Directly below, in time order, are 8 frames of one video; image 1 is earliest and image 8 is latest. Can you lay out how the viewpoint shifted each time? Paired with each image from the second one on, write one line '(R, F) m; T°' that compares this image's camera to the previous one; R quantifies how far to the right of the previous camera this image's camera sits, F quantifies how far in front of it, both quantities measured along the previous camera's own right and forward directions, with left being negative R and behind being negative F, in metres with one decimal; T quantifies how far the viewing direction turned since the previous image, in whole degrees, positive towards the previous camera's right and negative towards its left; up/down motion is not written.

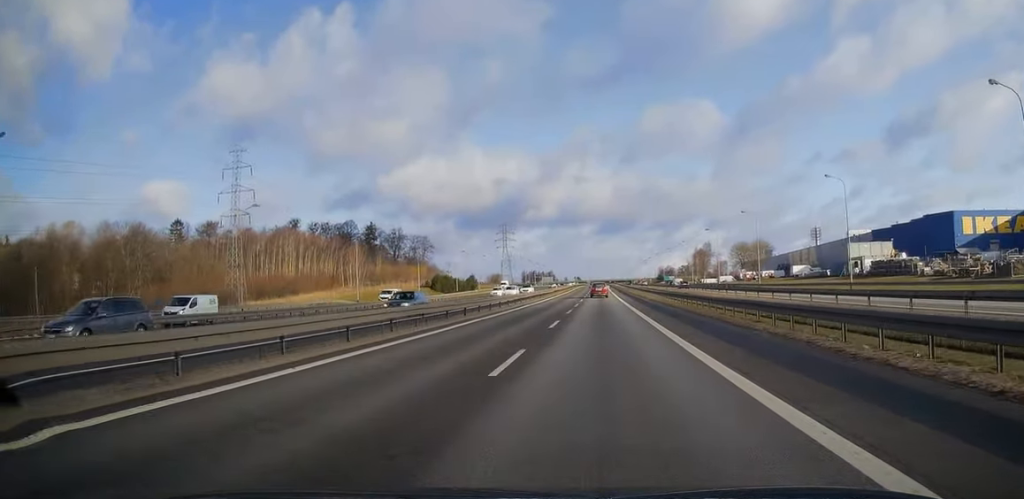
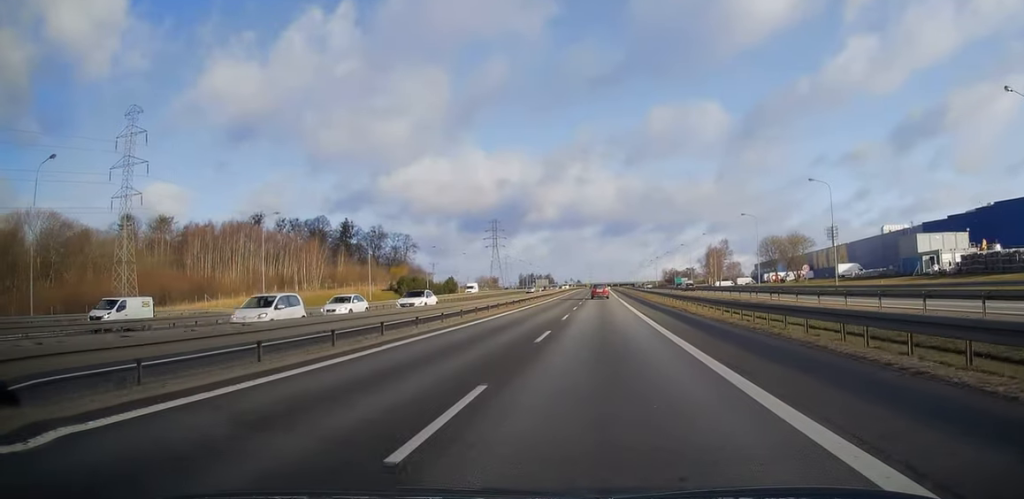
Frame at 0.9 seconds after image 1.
(0.0, +29.1) m; 0°
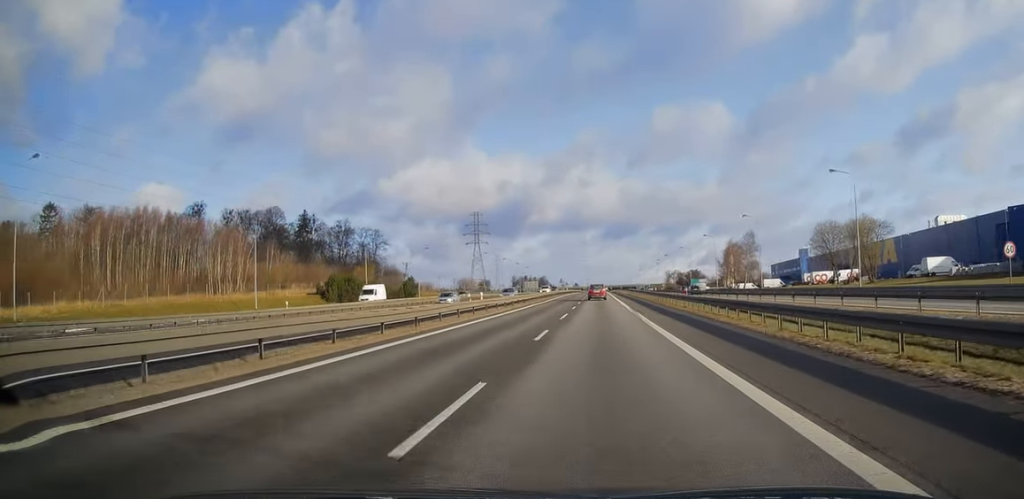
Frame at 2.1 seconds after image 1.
(0.0, +35.8) m; 0°
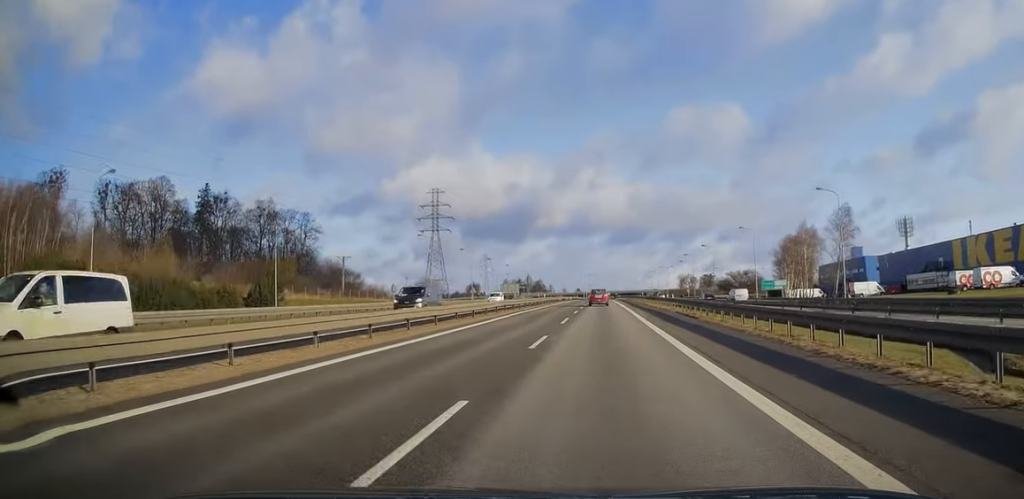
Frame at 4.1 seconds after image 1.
(0.0, +61.3) m; 0°
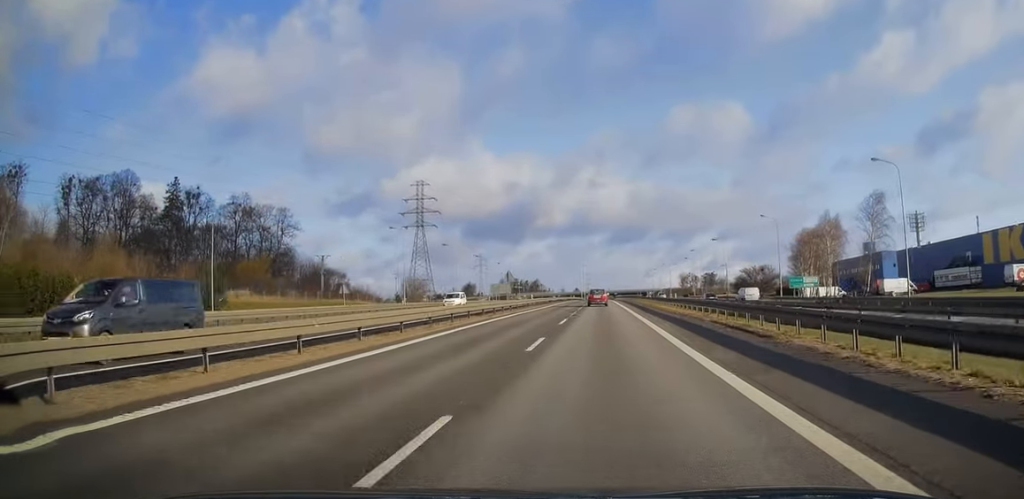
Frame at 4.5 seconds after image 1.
(0.0, +12.8) m; 0°
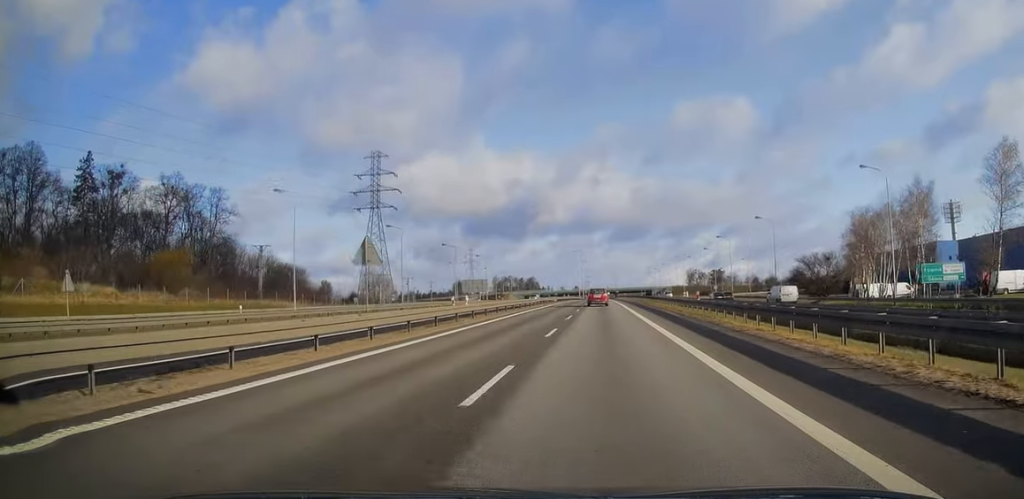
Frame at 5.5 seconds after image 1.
(-0.1, +31.0) m; 0°
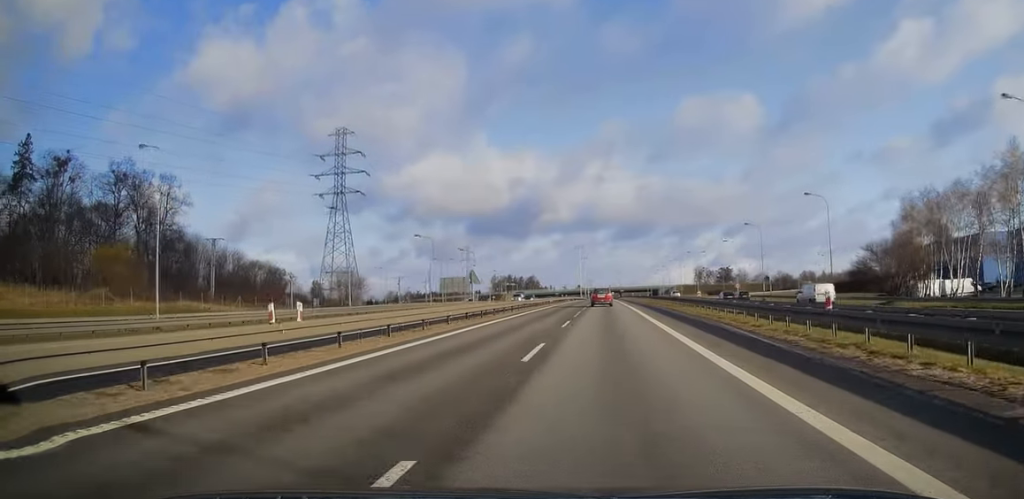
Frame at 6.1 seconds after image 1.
(+0.1, +18.9) m; 0°
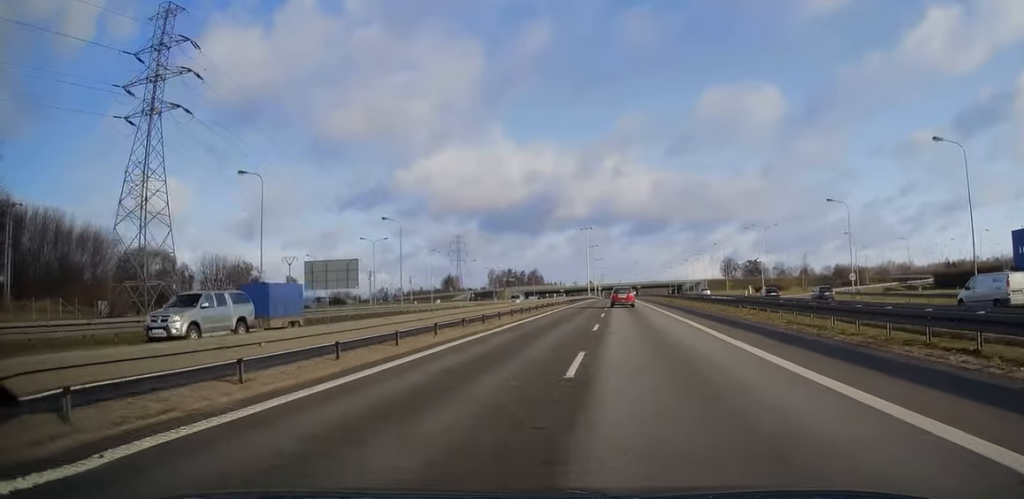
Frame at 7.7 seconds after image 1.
(-0.5, +50.6) m; -1°
